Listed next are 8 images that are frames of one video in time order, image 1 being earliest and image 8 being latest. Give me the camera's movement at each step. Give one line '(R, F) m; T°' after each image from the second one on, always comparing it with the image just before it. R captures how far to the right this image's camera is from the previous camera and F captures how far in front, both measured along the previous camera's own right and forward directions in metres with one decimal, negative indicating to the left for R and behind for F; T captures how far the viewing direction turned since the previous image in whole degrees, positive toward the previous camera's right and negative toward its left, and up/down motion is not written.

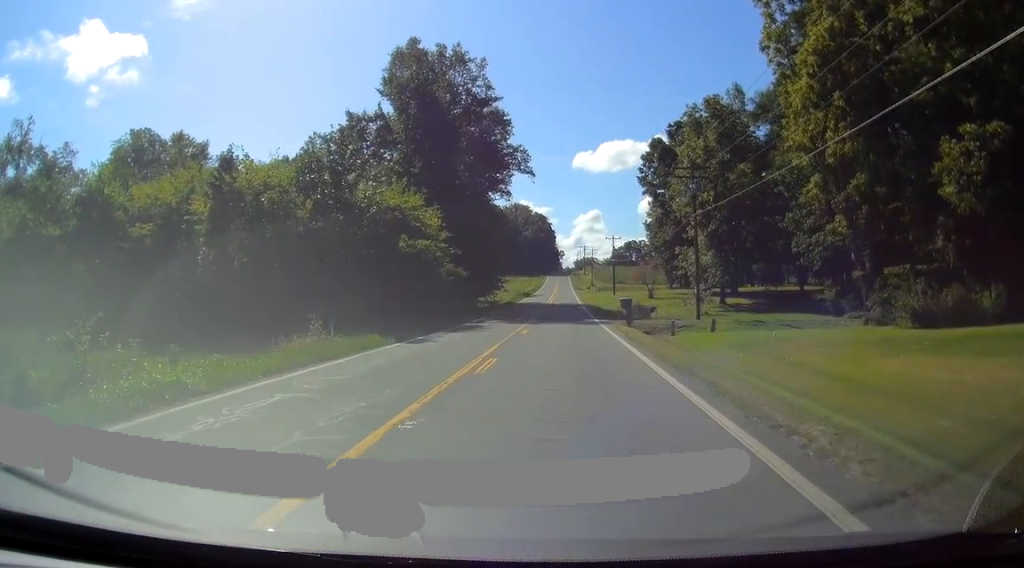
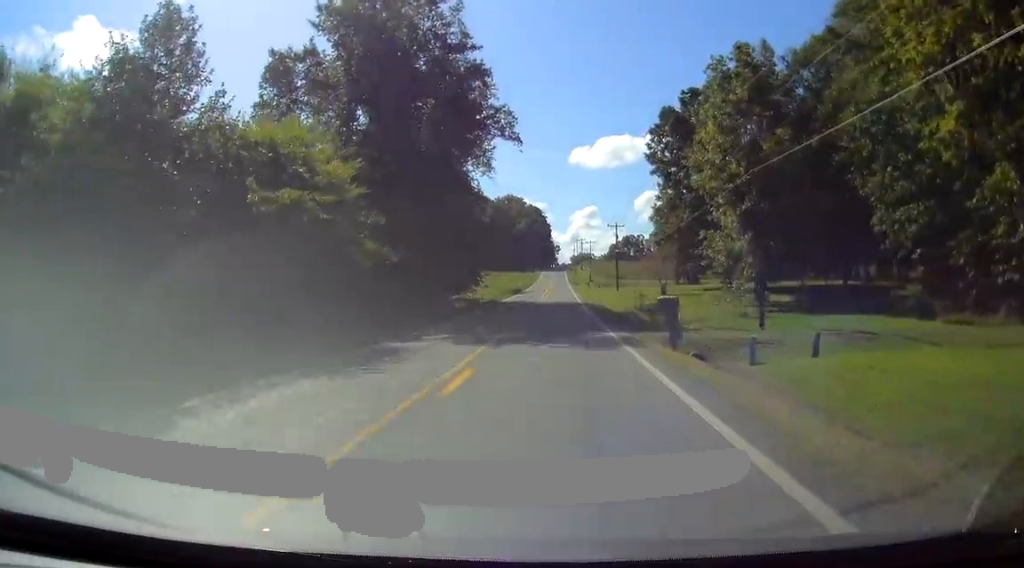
(+0.3, +14.6) m; +1°
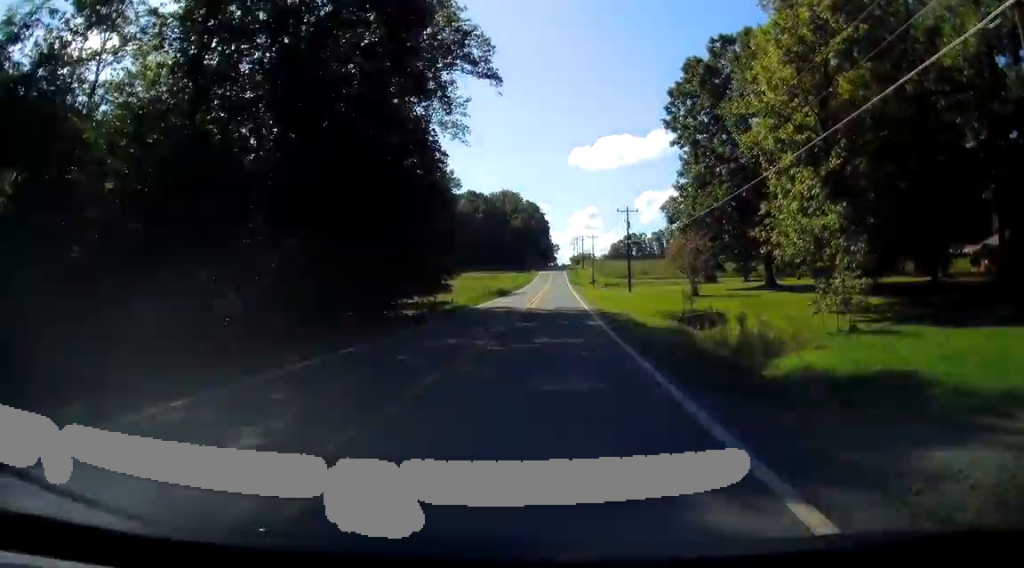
(-0.1, +18.0) m; -1°
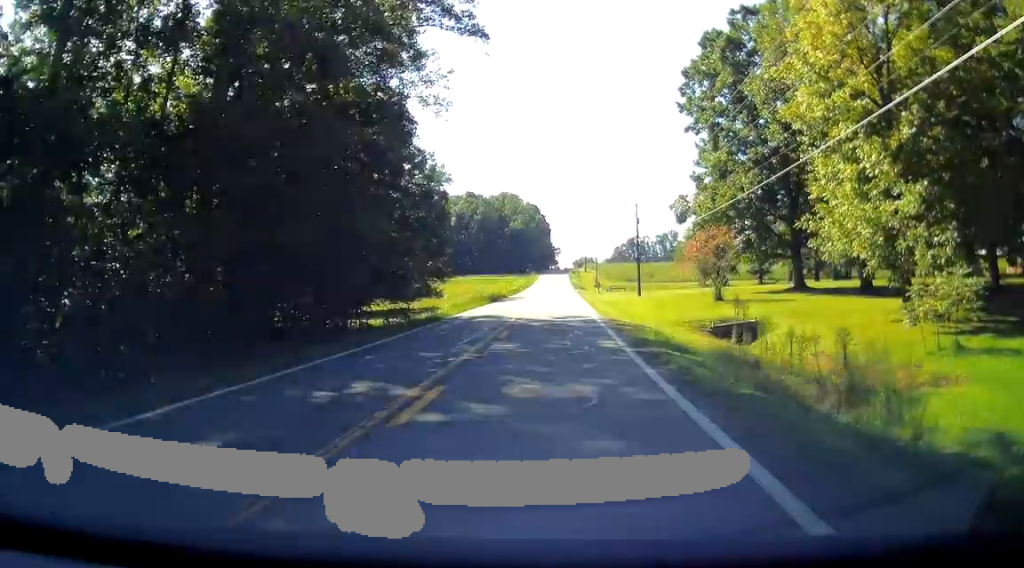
(0.0, +8.0) m; 0°
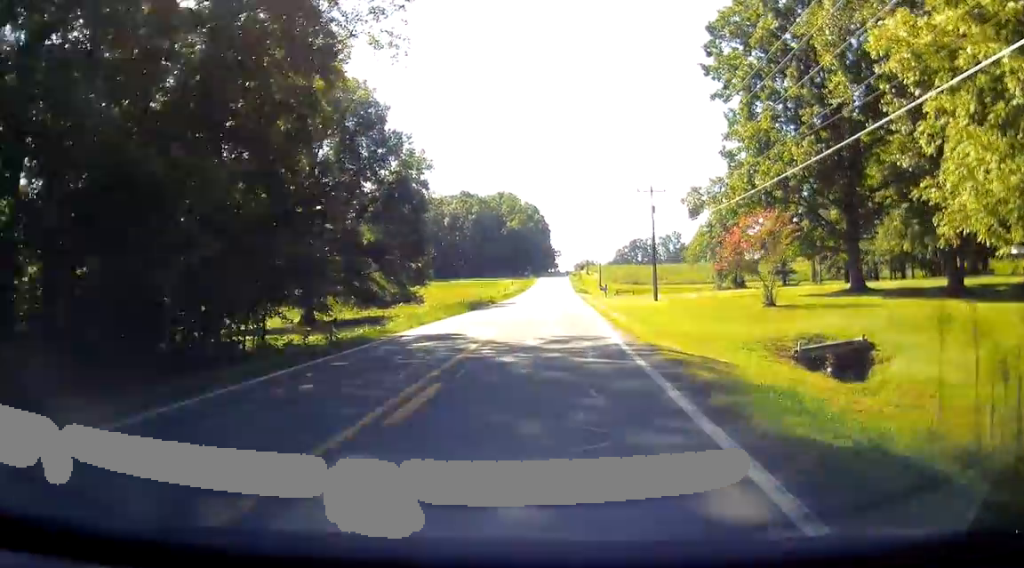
(0.0, +11.8) m; 0°
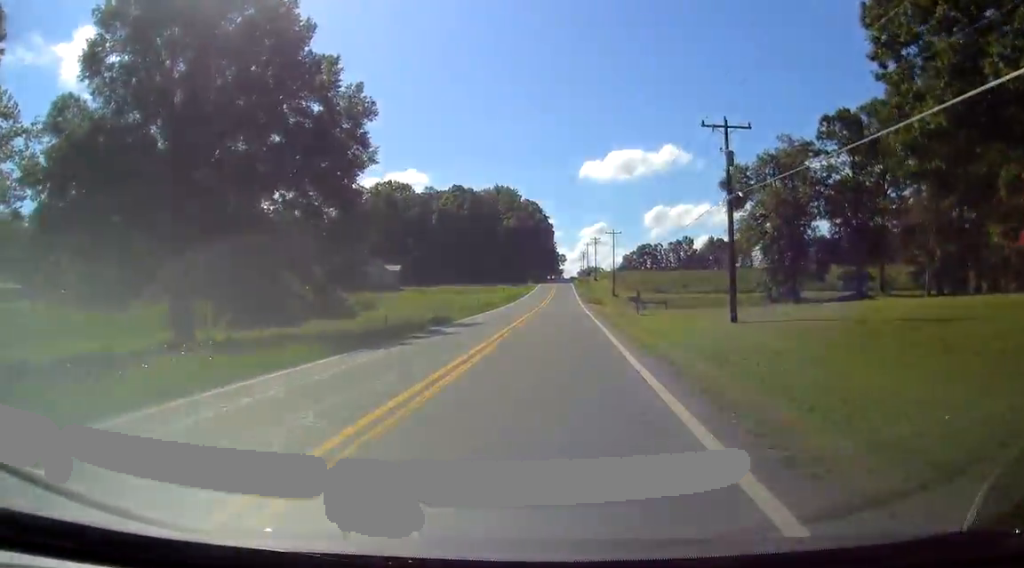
(0.0, +25.1) m; 0°
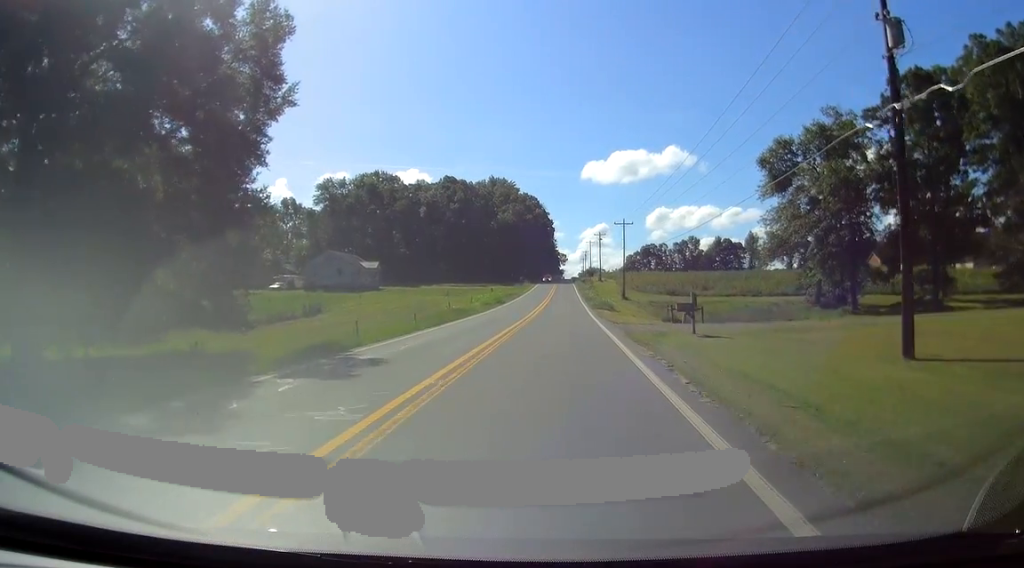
(-0.1, +16.8) m; -1°
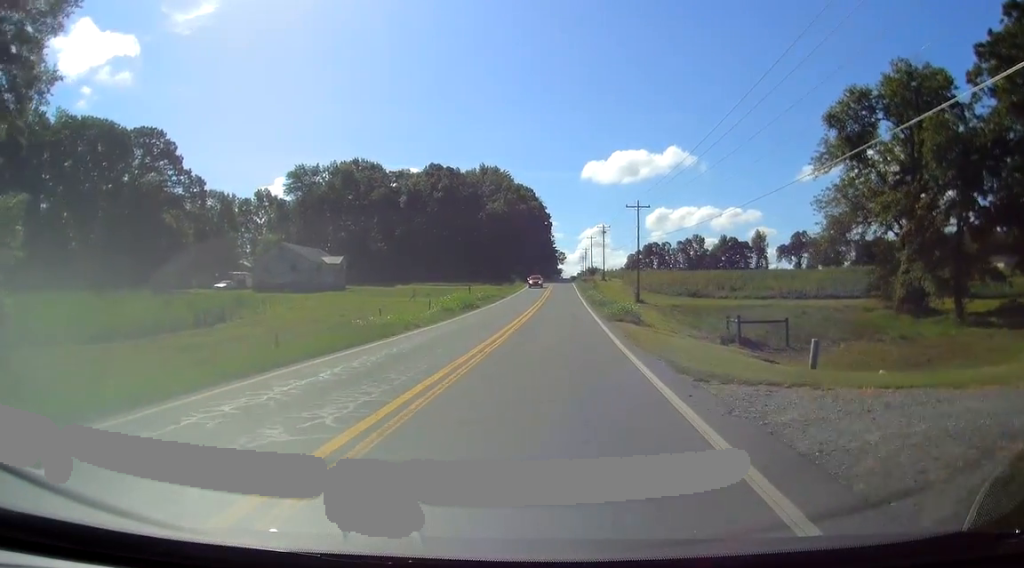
(-0.3, +18.5) m; 0°
